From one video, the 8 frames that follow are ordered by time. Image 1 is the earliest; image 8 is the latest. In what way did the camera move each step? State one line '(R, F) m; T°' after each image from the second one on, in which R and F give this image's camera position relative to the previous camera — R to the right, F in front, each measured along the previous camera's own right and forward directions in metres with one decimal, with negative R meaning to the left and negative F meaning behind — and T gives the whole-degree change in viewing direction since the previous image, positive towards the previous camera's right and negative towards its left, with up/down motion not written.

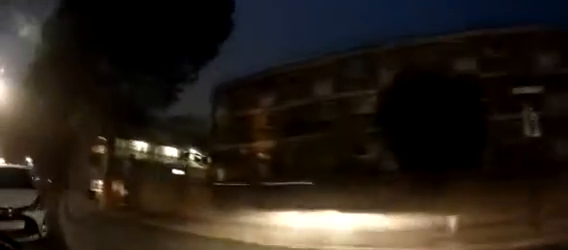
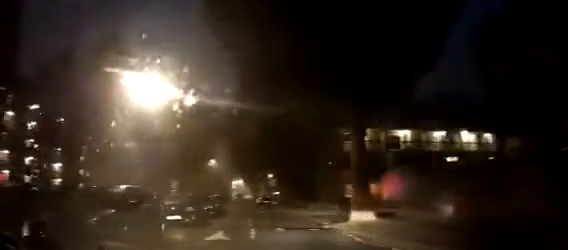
(-1.8, +7.7) m; -39°
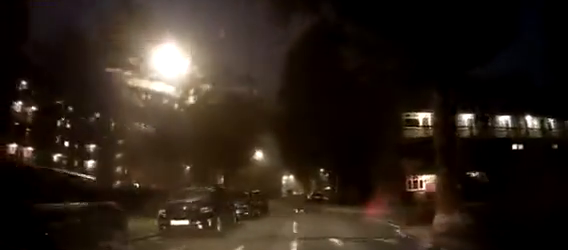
(-0.8, +3.7) m; -15°
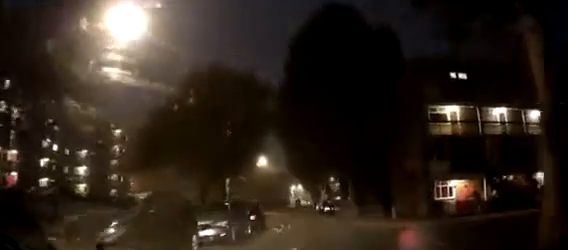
(-0.6, +4.8) m; -14°
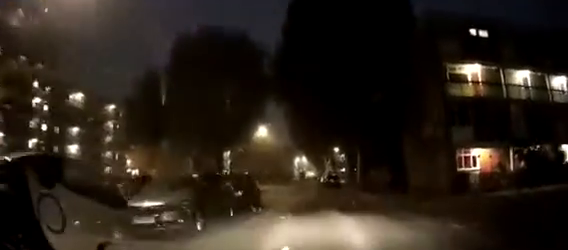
(-0.3, +3.6) m; -8°
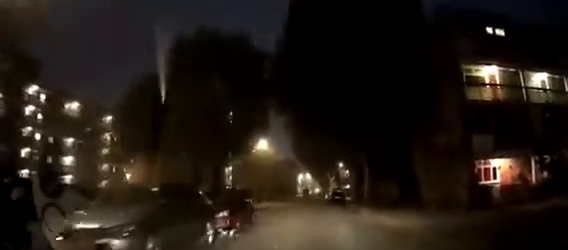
(-0.1, +2.3) m; -5°
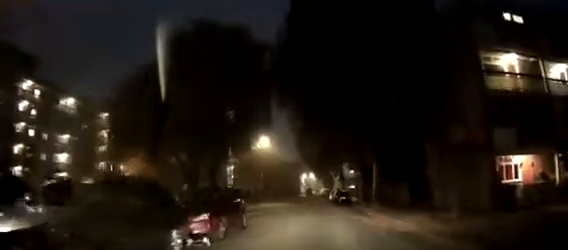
(-0.1, +2.0) m; -1°
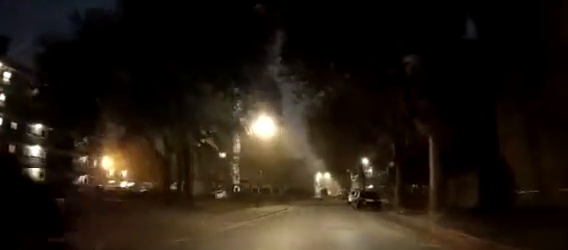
(+0.4, +8.1) m; +1°
